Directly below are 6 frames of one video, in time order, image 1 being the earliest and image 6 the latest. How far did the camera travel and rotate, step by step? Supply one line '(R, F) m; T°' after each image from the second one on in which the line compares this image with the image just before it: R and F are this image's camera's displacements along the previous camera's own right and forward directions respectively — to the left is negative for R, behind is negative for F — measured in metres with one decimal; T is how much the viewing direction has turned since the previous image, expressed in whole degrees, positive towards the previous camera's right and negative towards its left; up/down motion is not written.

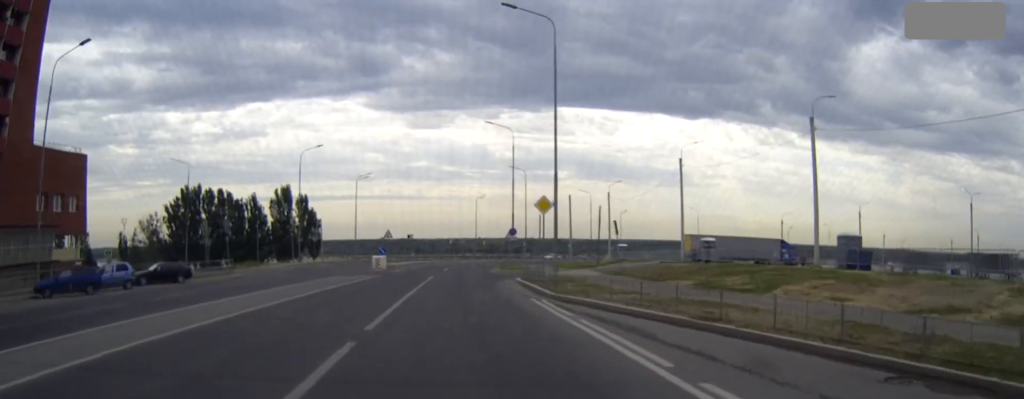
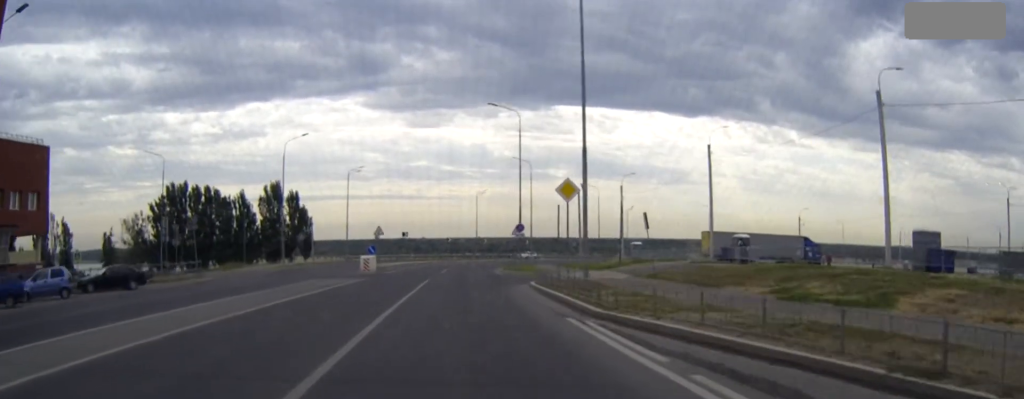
(0.0, +7.6) m; 0°
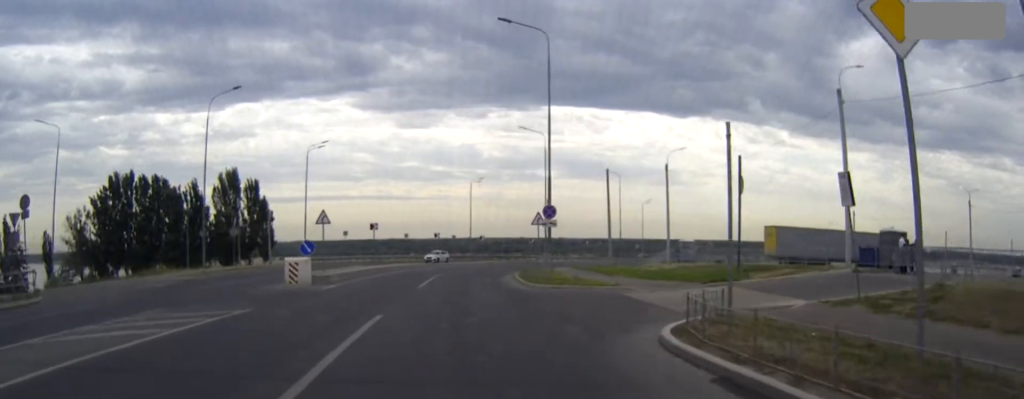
(+0.1, +22.2) m; +1°
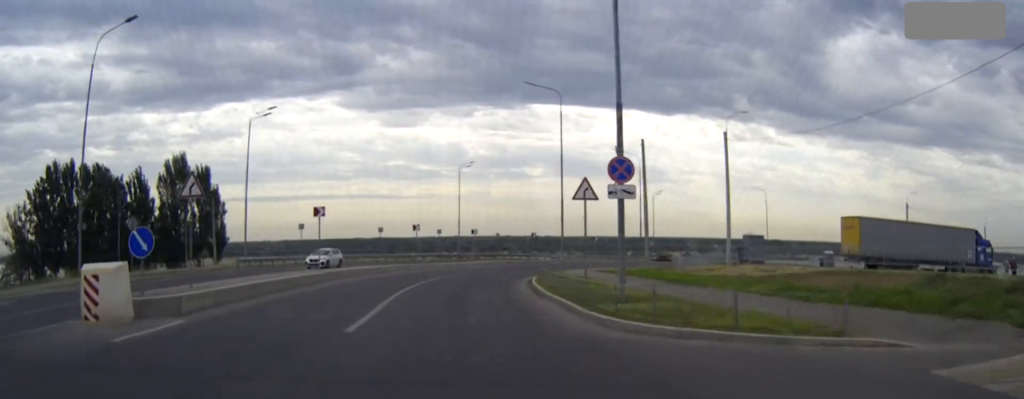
(+0.1, +17.8) m; +1°
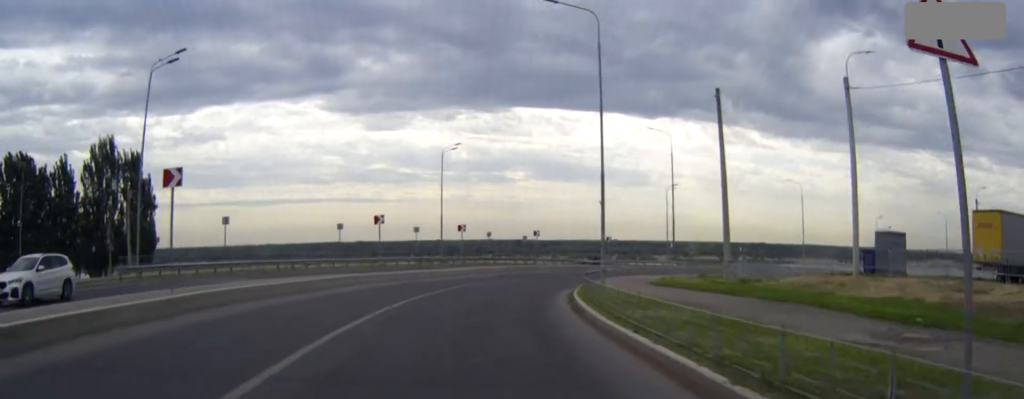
(+0.2, +18.3) m; +2°
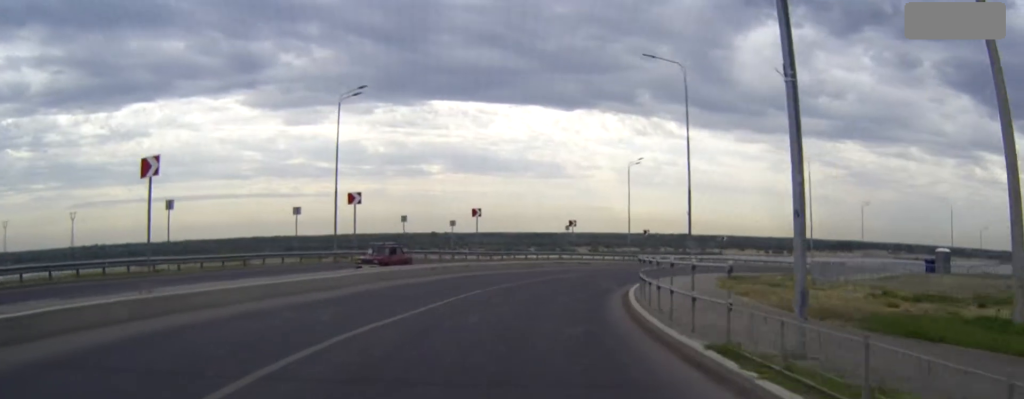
(+1.1, +23.6) m; +7°
